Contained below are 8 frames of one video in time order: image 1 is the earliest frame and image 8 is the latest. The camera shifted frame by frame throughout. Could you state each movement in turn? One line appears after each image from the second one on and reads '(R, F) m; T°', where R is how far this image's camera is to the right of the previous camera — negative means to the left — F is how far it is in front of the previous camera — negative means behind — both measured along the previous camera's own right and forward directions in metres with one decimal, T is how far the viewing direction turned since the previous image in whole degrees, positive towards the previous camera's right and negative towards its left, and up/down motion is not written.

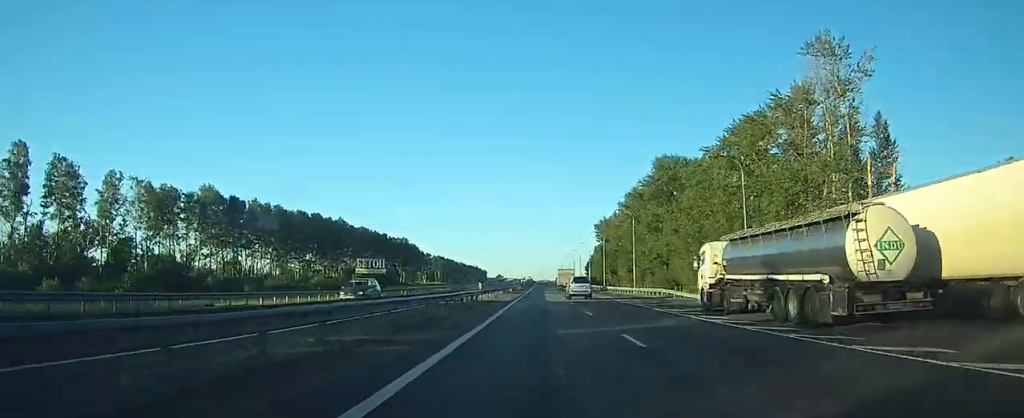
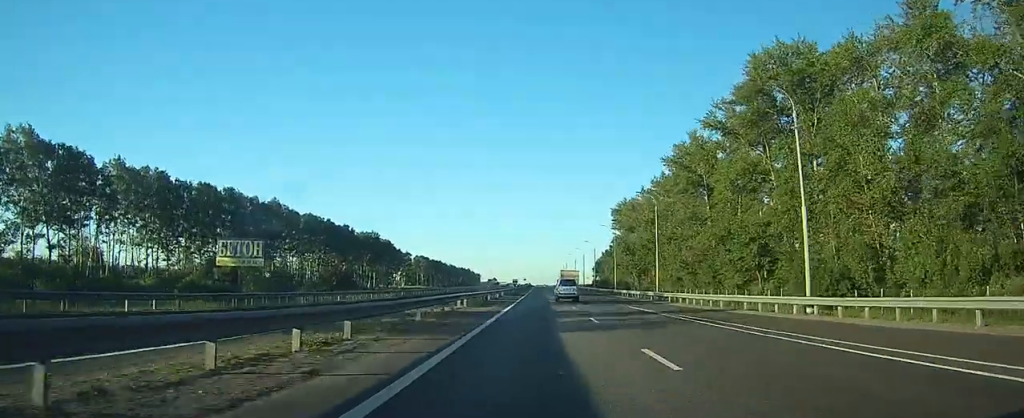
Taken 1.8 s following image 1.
(-0.1, +51.5) m; 0°
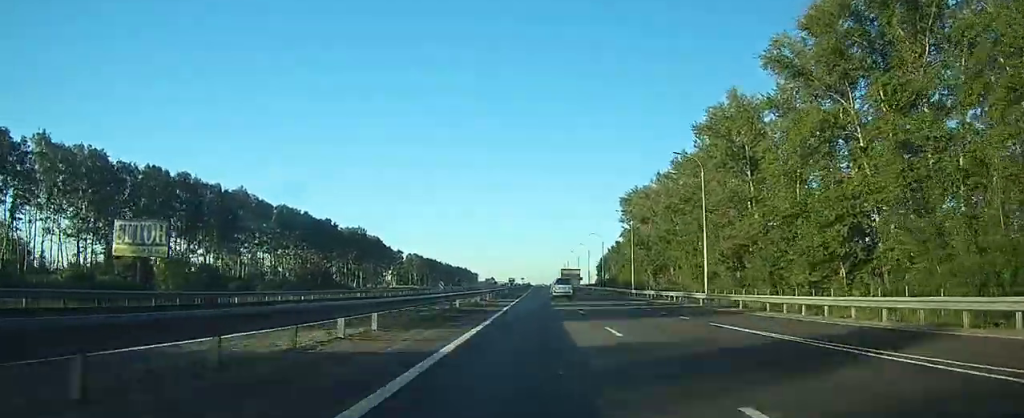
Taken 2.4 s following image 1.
(0.0, +18.1) m; 0°
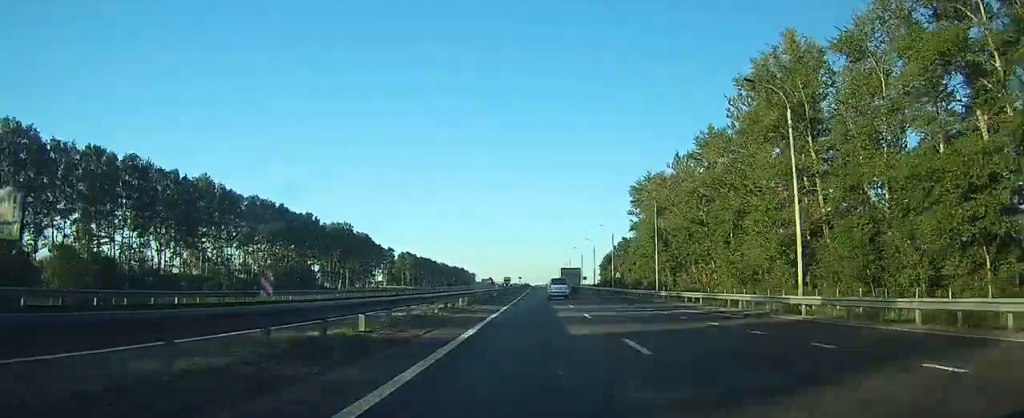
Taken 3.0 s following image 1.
(+0.1, +16.1) m; 0°
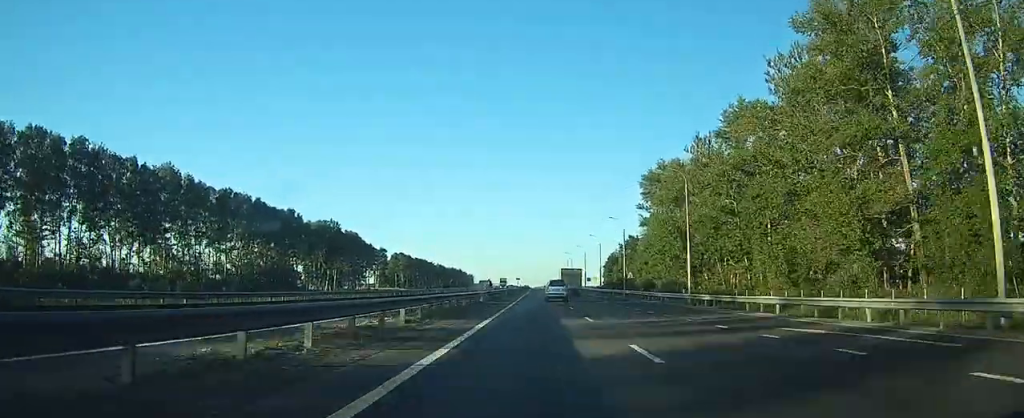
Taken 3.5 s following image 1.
(+0.1, +13.3) m; 0°
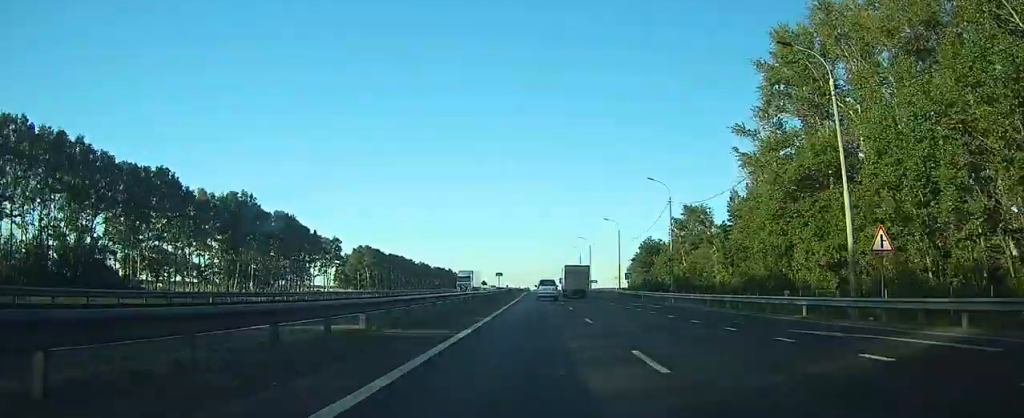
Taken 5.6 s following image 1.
(+0.4, +61.6) m; 0°
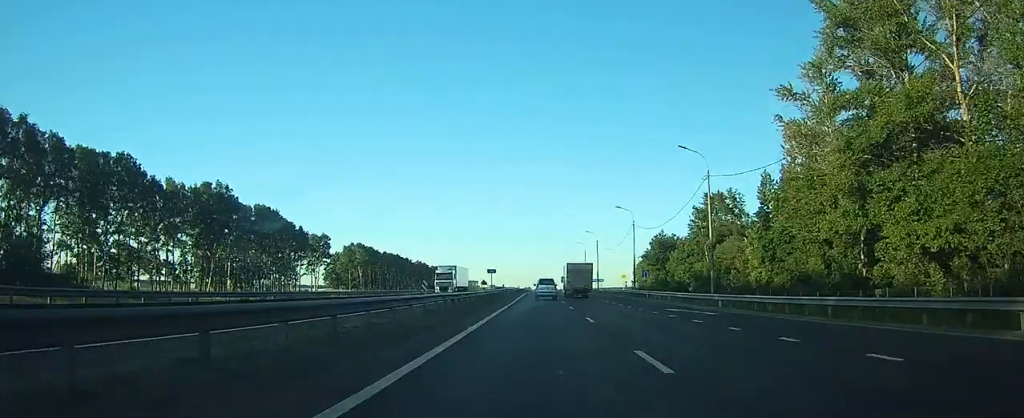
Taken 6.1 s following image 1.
(-0.1, +12.3) m; 0°
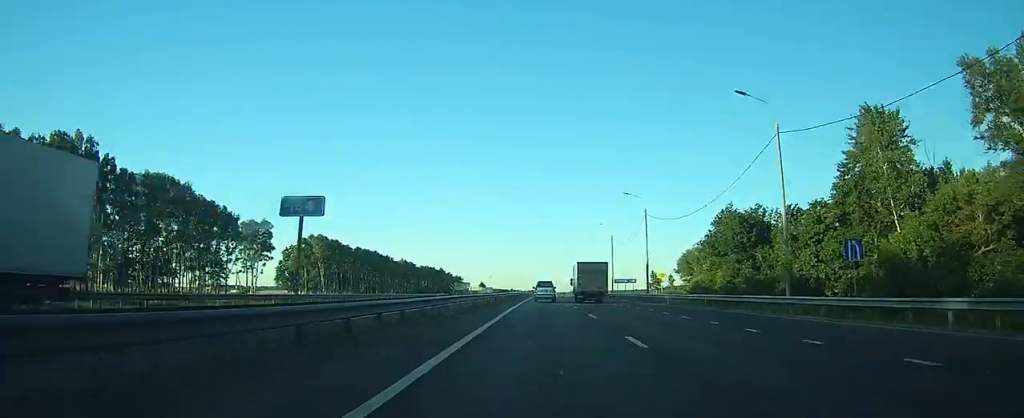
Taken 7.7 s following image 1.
(-0.1, +45.2) m; 0°
